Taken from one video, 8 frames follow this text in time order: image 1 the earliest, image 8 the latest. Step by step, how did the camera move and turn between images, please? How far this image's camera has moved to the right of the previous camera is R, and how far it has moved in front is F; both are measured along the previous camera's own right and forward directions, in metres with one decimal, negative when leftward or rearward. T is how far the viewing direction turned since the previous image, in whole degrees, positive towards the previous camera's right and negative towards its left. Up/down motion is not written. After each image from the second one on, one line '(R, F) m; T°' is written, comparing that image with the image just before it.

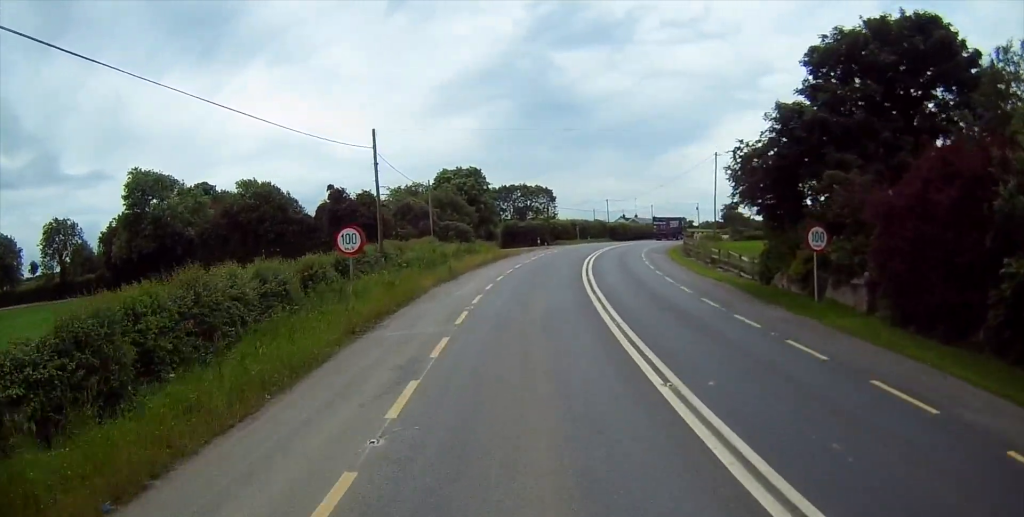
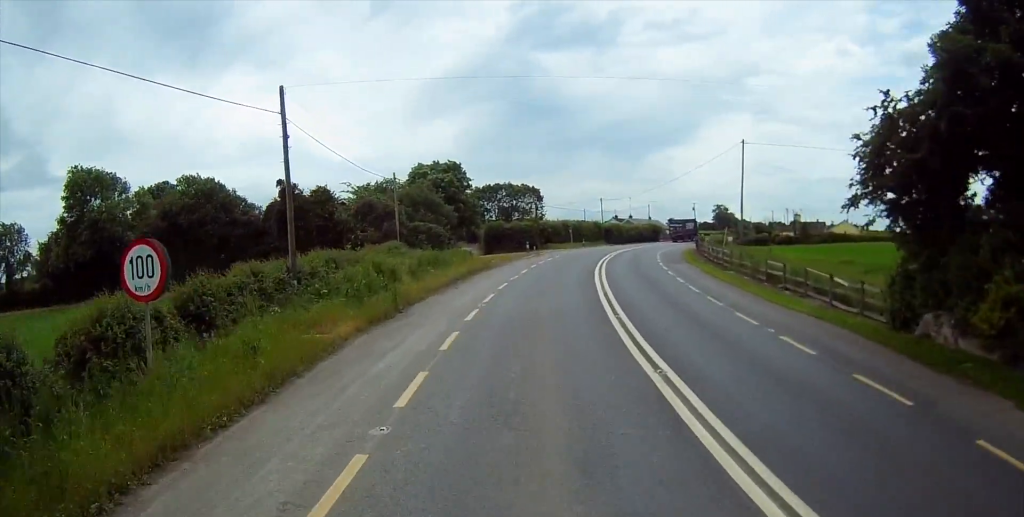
(+0.2, +11.7) m; +2°
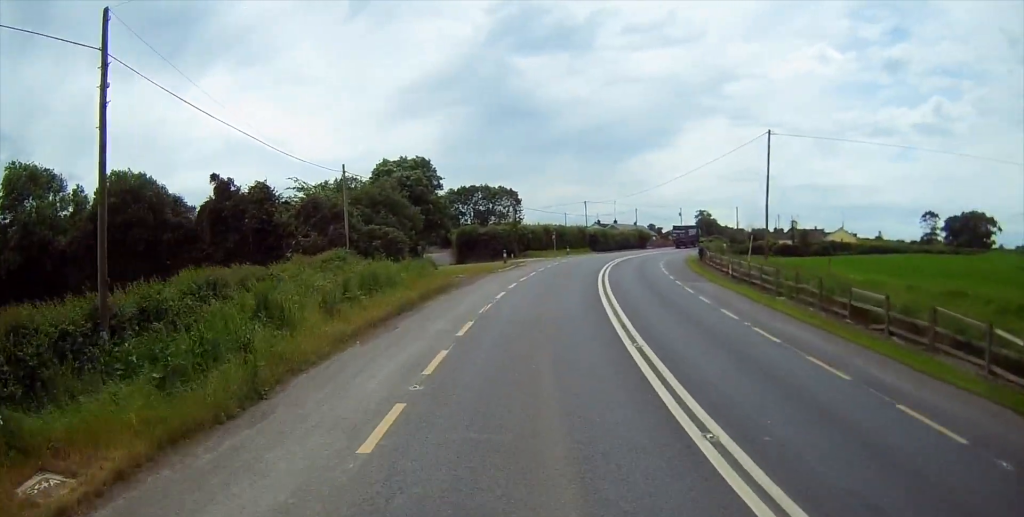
(+0.2, +9.9) m; +1°
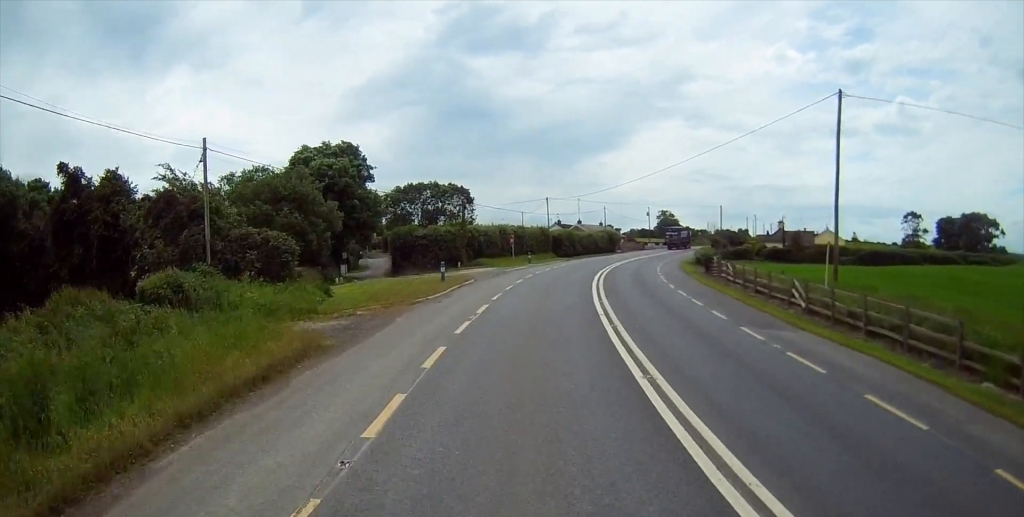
(+0.3, +15.4) m; +3°
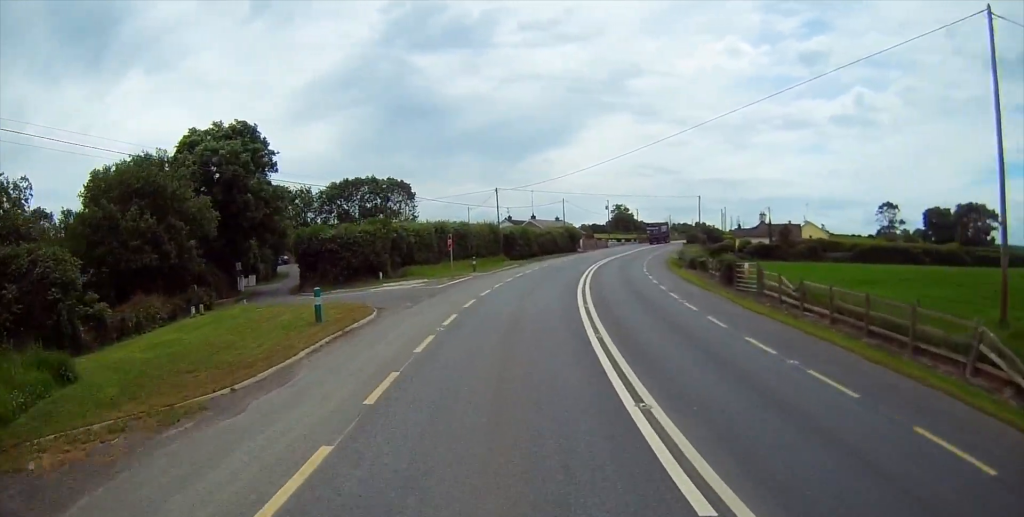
(+0.3, +14.3) m; +3°
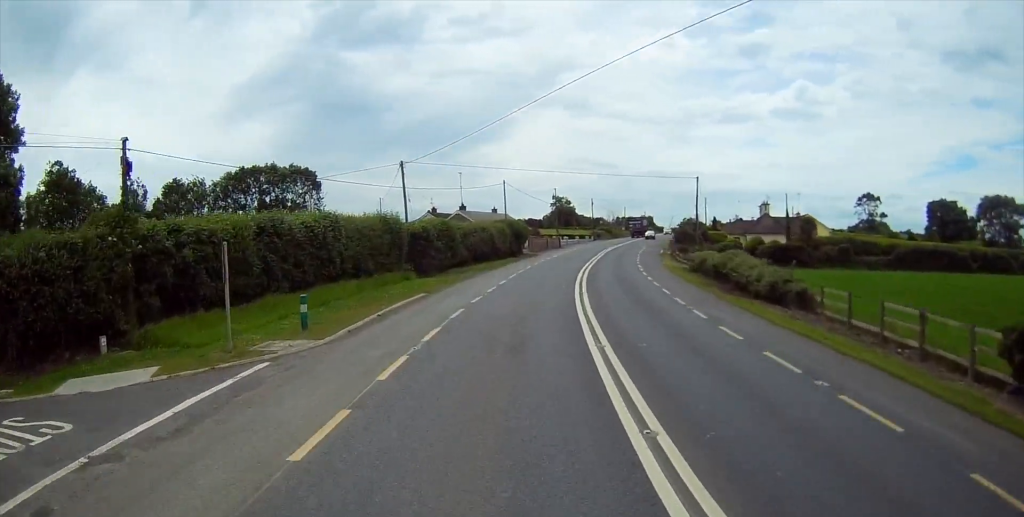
(+1.5, +25.5) m; +7°
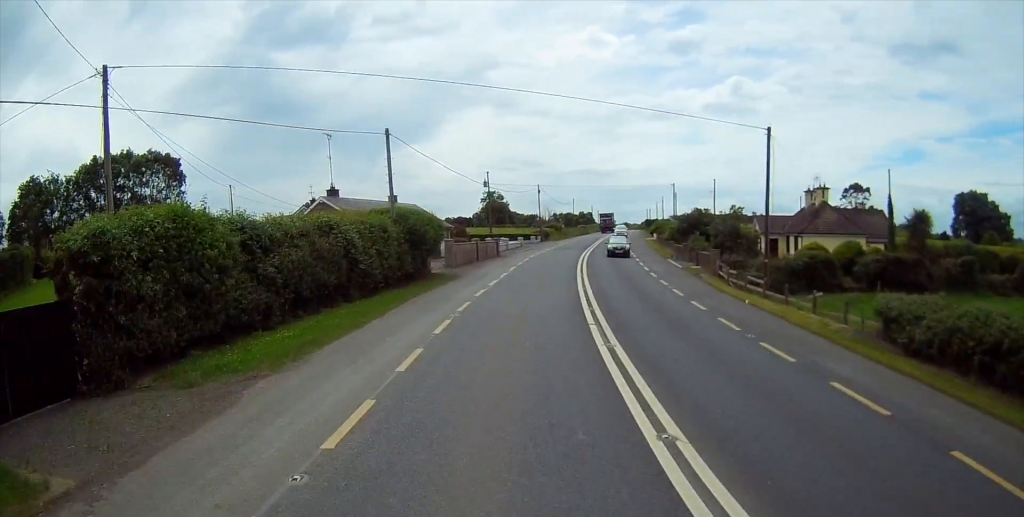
(+2.0, +30.6) m; +6°
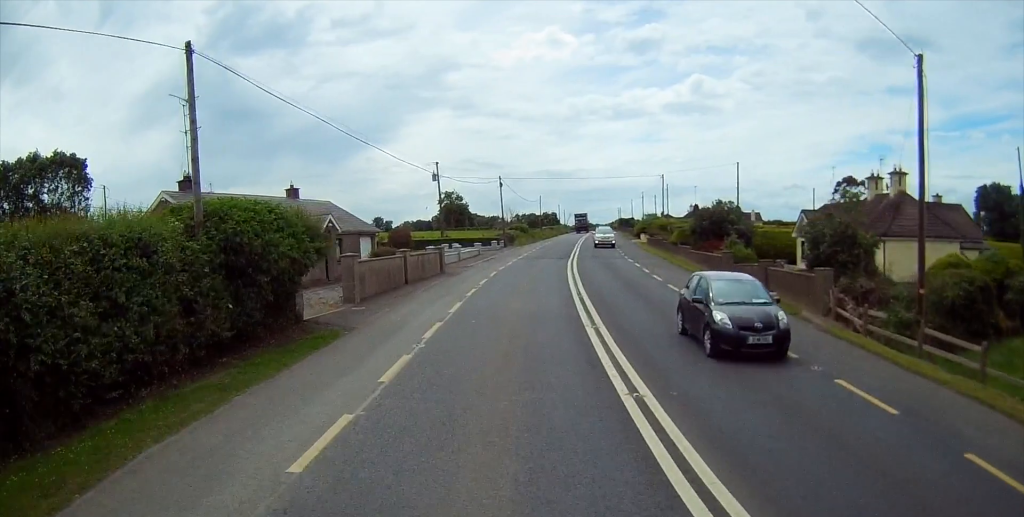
(+0.3, +16.2) m; +2°
